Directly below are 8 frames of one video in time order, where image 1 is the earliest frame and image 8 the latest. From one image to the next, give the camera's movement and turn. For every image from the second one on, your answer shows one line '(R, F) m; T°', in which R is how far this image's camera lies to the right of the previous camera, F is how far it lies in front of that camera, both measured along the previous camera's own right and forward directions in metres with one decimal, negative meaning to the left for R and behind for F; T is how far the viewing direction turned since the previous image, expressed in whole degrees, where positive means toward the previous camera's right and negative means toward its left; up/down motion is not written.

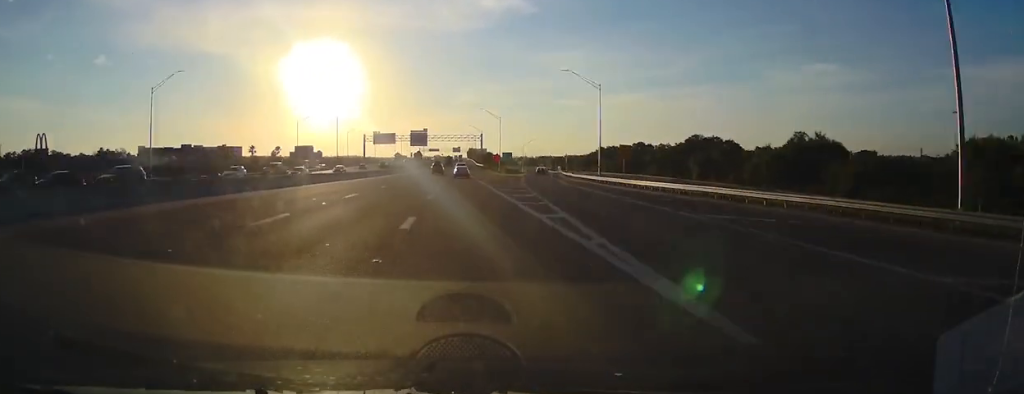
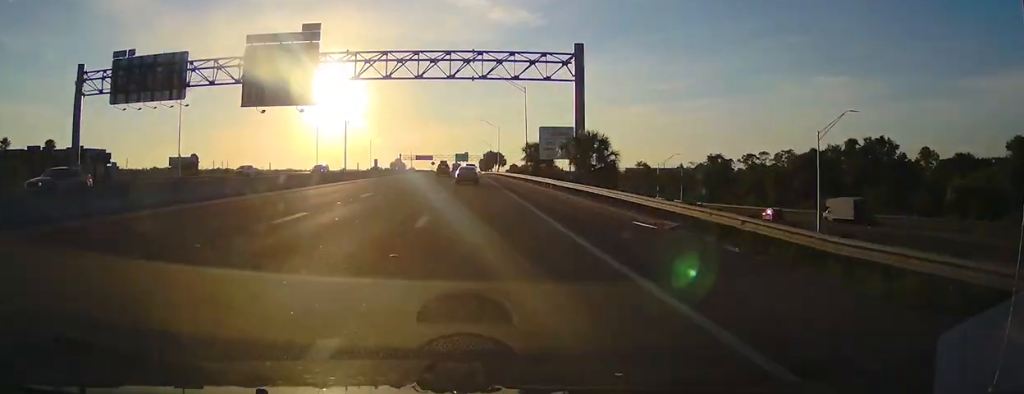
(-1.6, +192.3) m; 0°
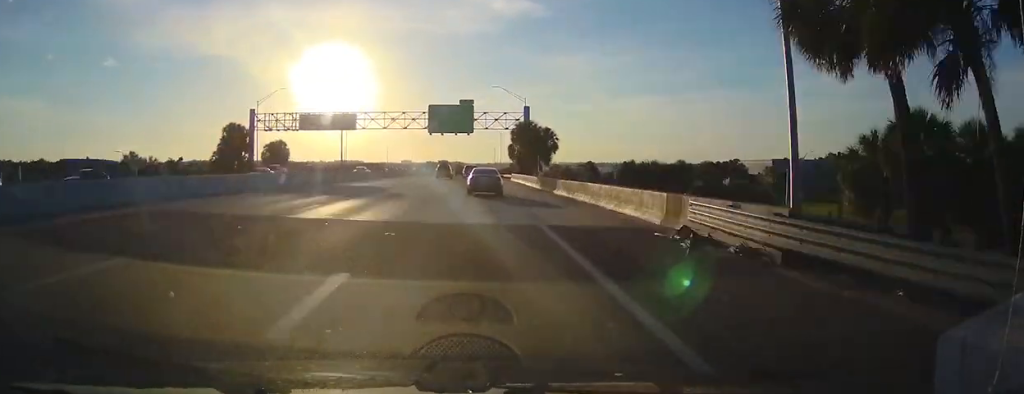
(-0.6, +200.8) m; 0°
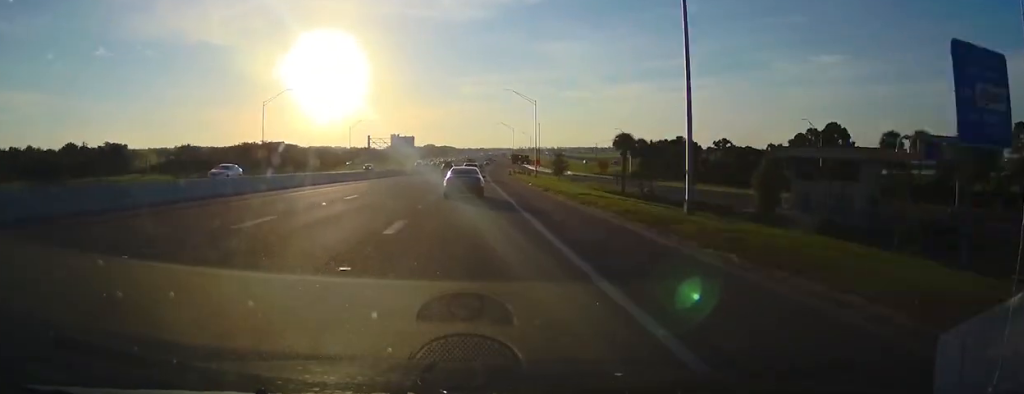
(+2.3, +203.1) m; +2°
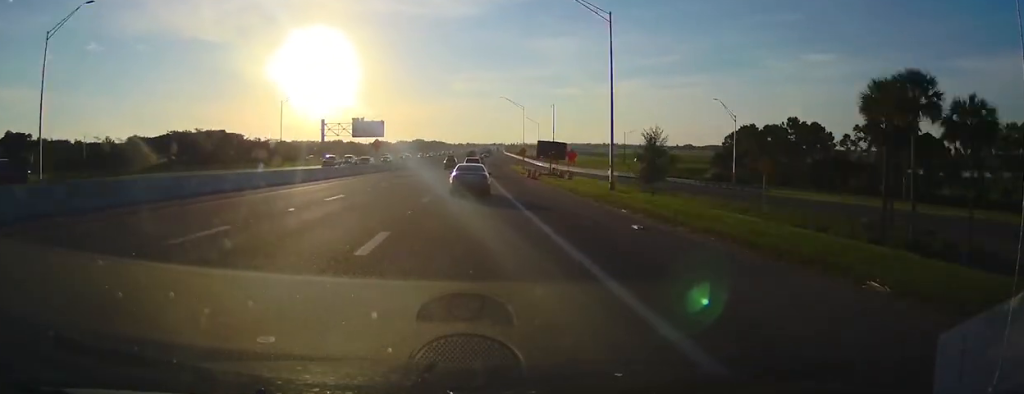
(+0.7, +50.2) m; +1°
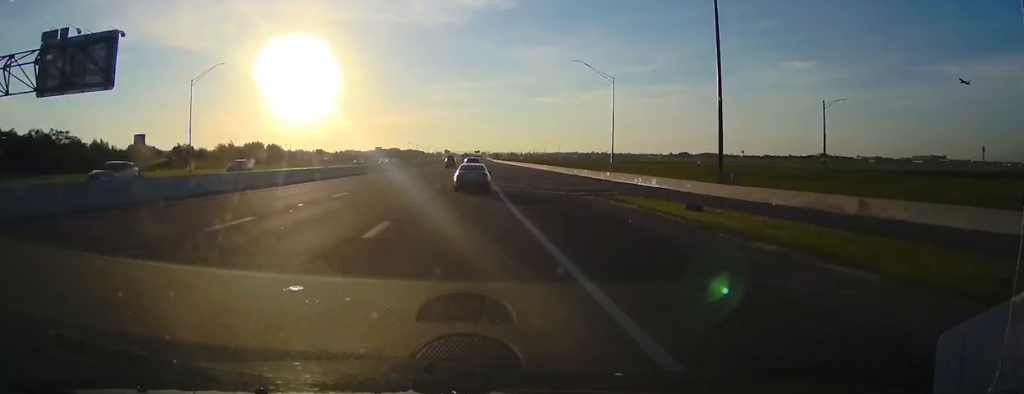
(+0.5, +108.0) m; +1°
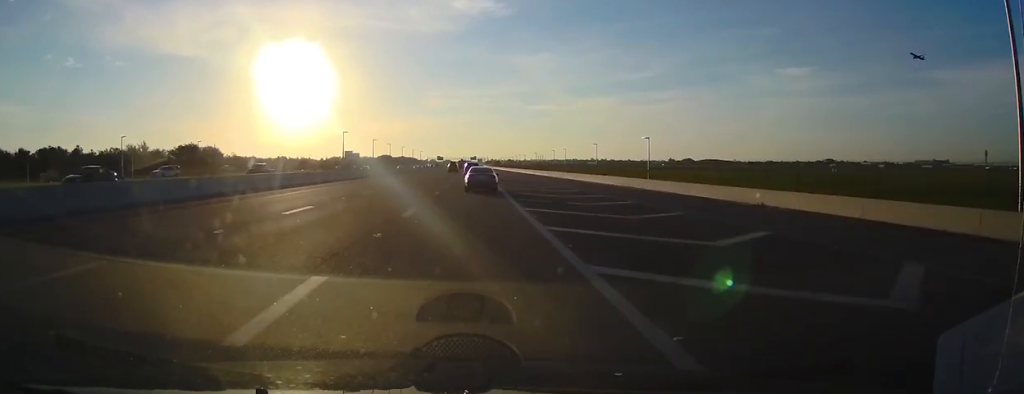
(+0.3, +57.7) m; +1°
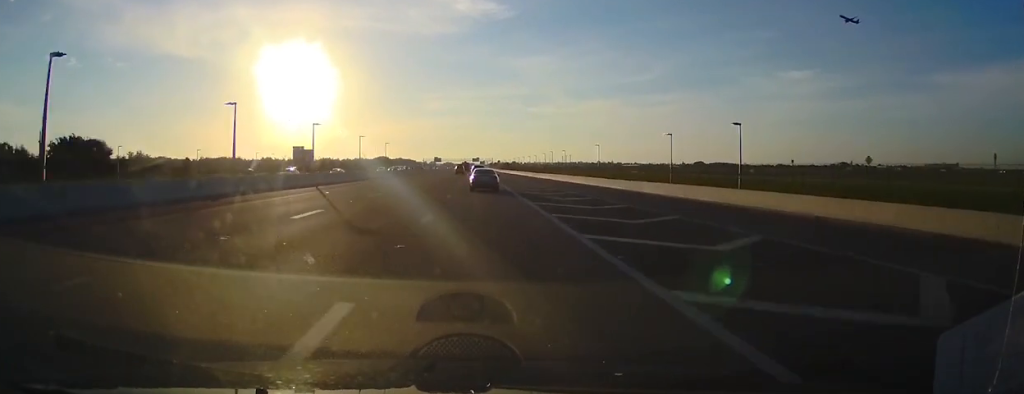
(+0.6, +64.9) m; +1°
